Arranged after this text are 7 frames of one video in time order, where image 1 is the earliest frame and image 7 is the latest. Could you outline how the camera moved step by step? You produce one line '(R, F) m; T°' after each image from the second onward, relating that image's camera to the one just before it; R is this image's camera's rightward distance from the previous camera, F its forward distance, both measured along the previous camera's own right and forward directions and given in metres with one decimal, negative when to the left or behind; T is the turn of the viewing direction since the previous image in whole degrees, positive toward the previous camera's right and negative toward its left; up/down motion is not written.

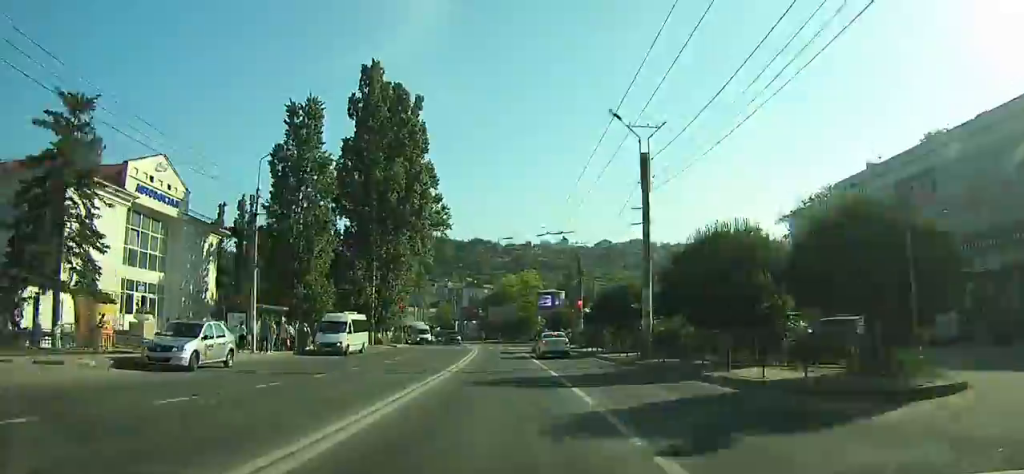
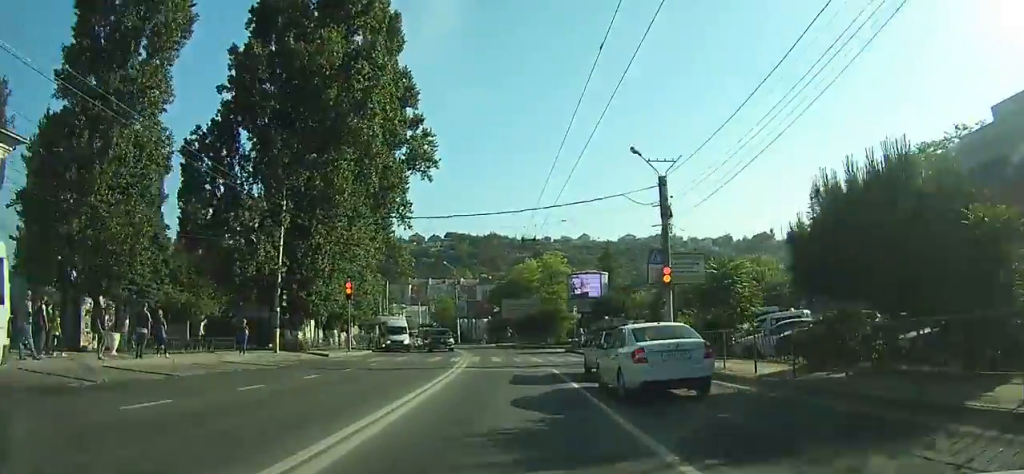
(-1.6, +23.1) m; -6°
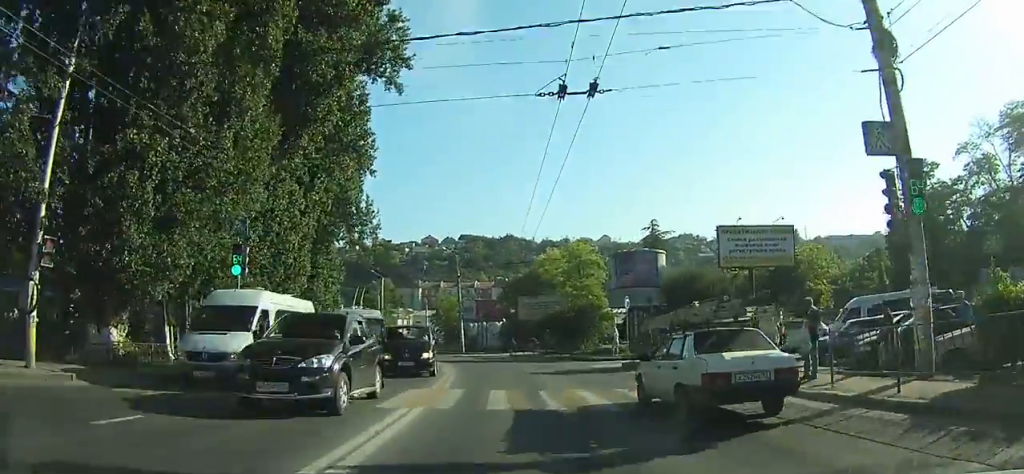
(-1.2, +26.3) m; -4°
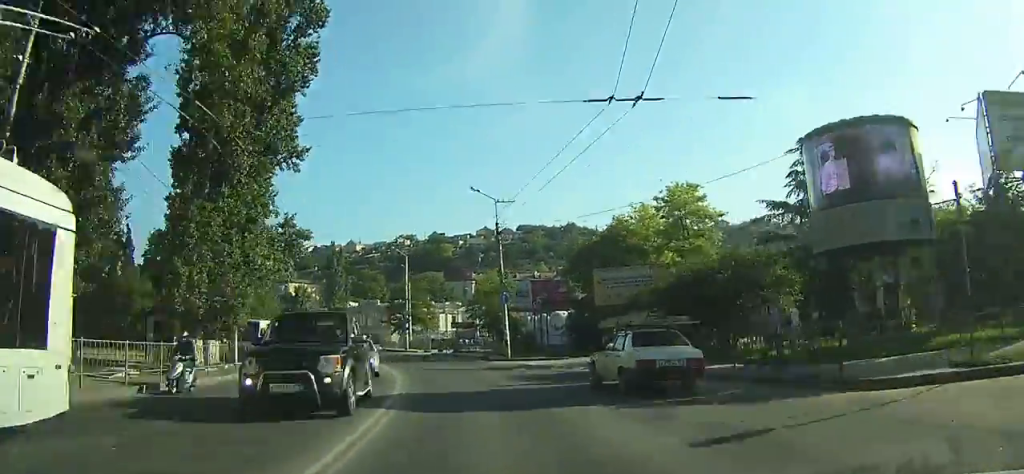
(-0.5, +22.6) m; -8°
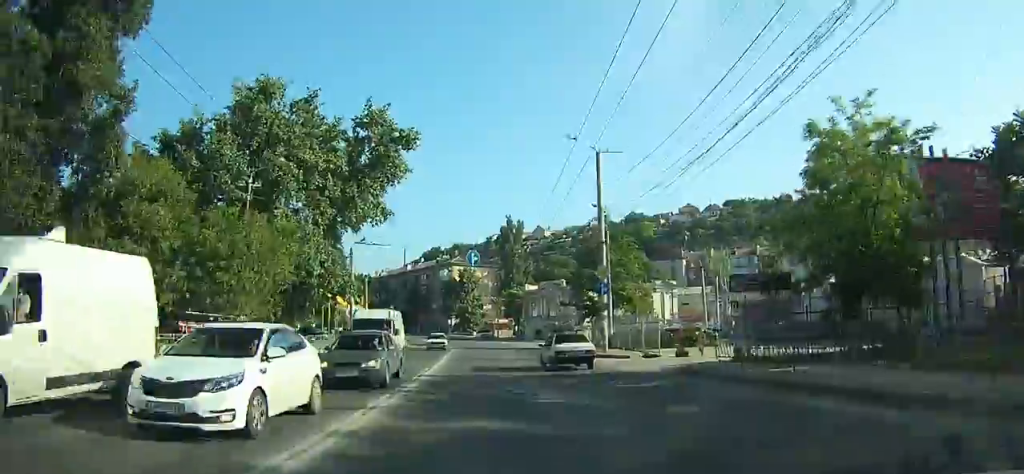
(-5.2, +35.7) m; -14°
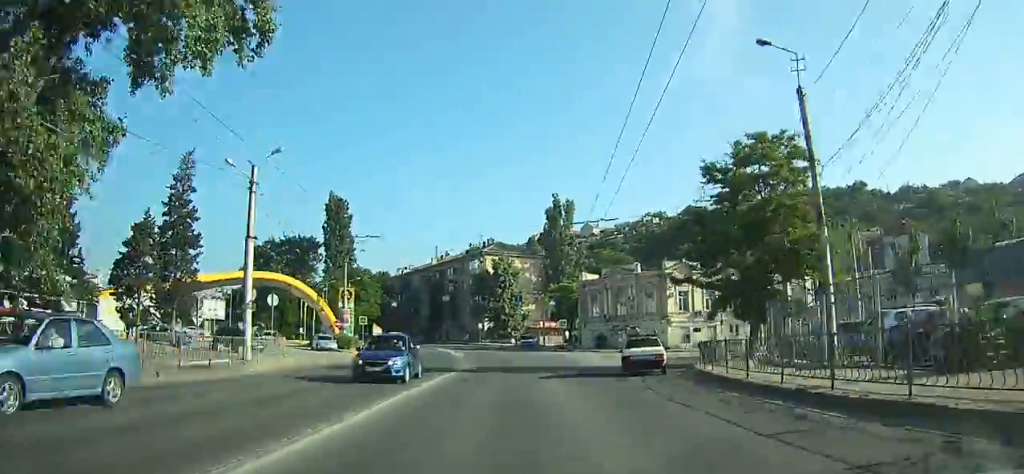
(-1.6, +29.2) m; -5°
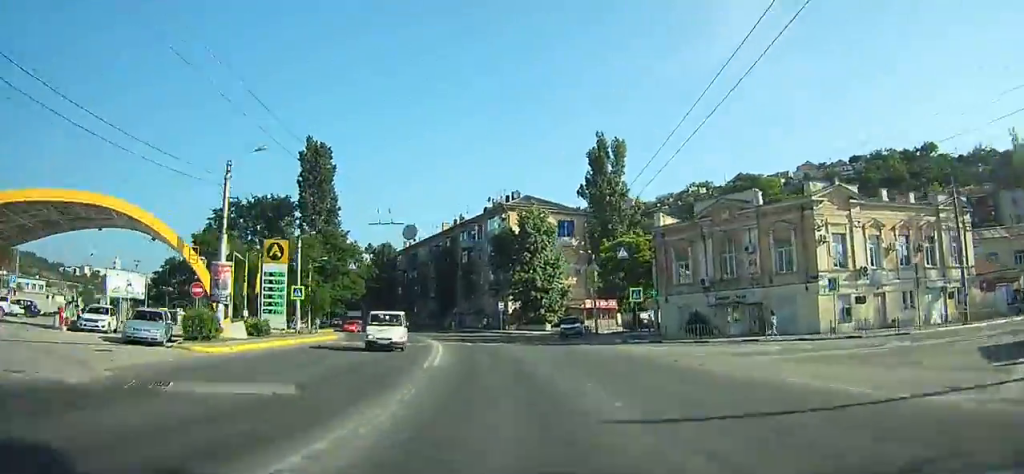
(-0.7, +29.3) m; -5°
